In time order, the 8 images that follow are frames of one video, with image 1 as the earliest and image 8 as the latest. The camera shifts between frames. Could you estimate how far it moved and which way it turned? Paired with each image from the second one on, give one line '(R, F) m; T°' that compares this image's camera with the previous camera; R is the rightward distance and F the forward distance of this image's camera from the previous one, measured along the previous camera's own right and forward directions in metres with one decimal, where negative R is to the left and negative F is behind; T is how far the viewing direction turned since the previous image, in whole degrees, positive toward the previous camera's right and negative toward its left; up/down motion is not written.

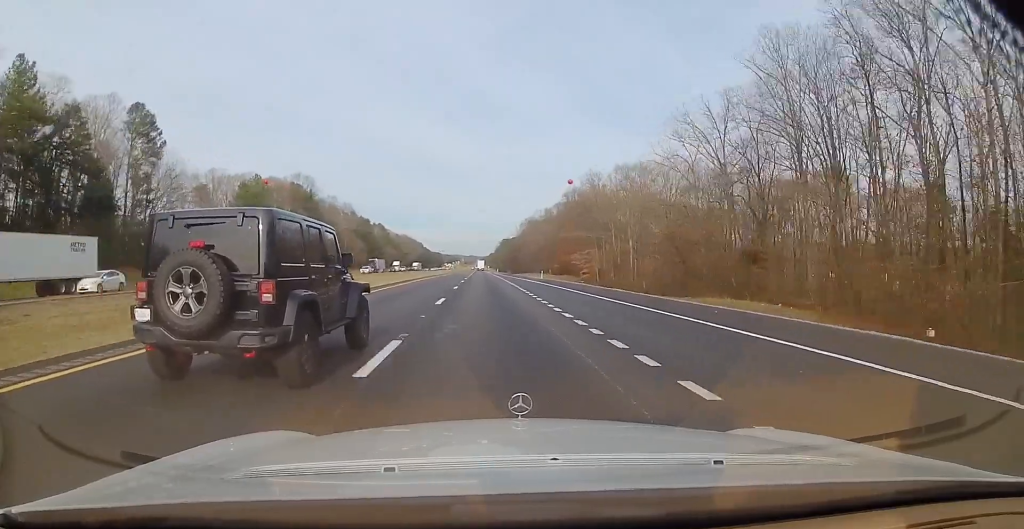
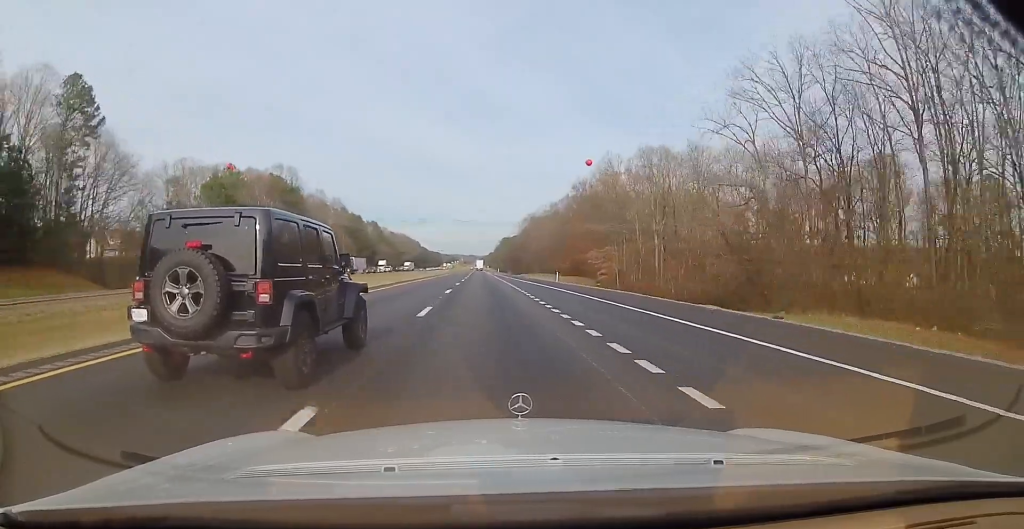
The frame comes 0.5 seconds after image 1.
(0.0, +16.9) m; 0°
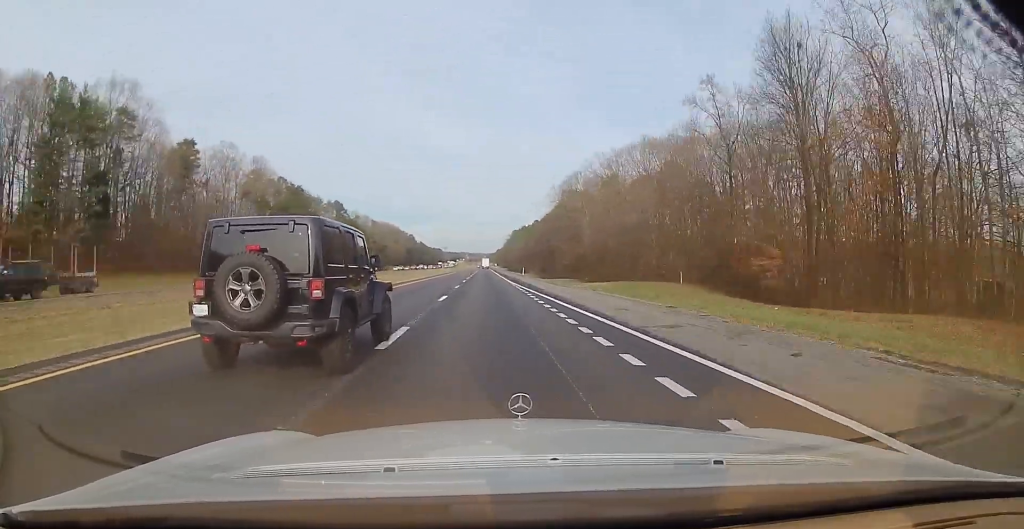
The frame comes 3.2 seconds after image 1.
(-0.6, +91.2) m; -1°
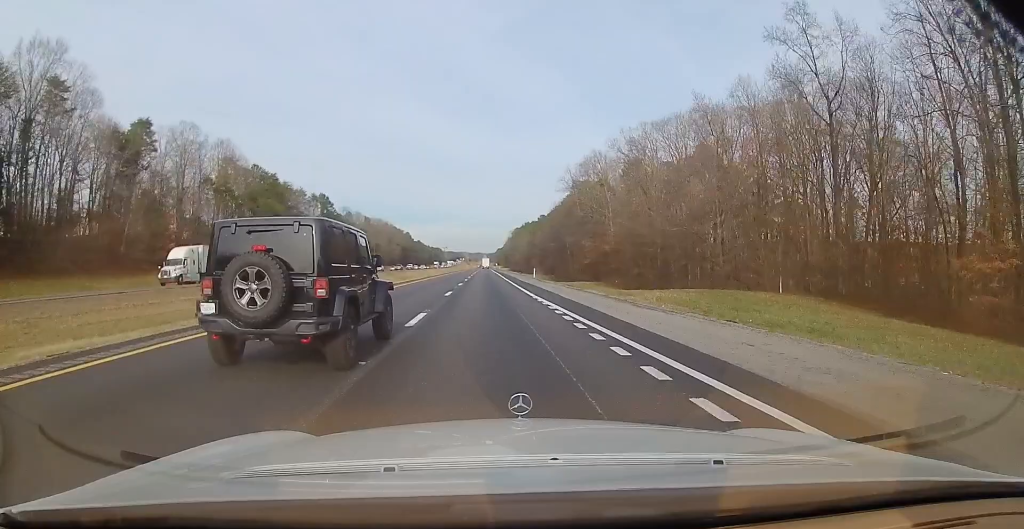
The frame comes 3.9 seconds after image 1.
(+0.1, +21.2) m; 0°
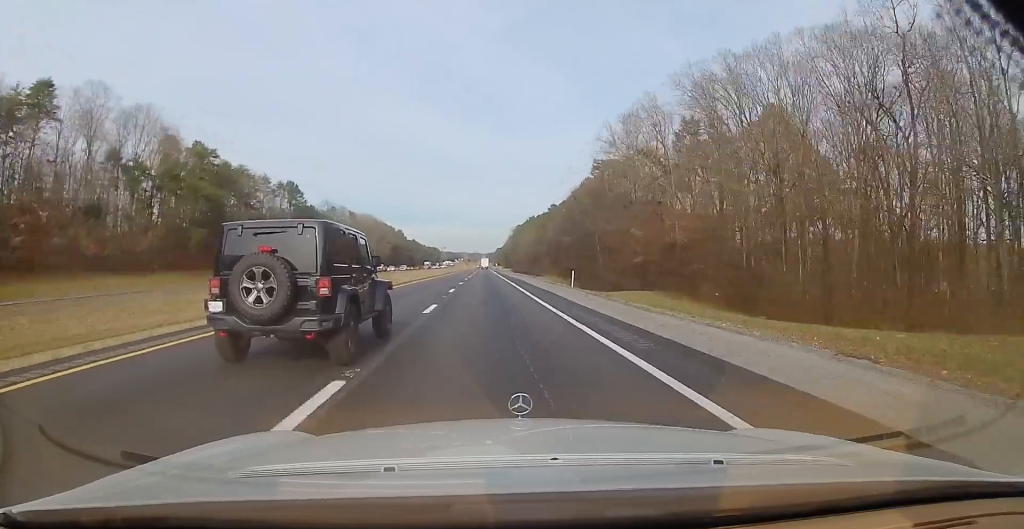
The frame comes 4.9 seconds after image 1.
(+0.1, +33.4) m; 0°
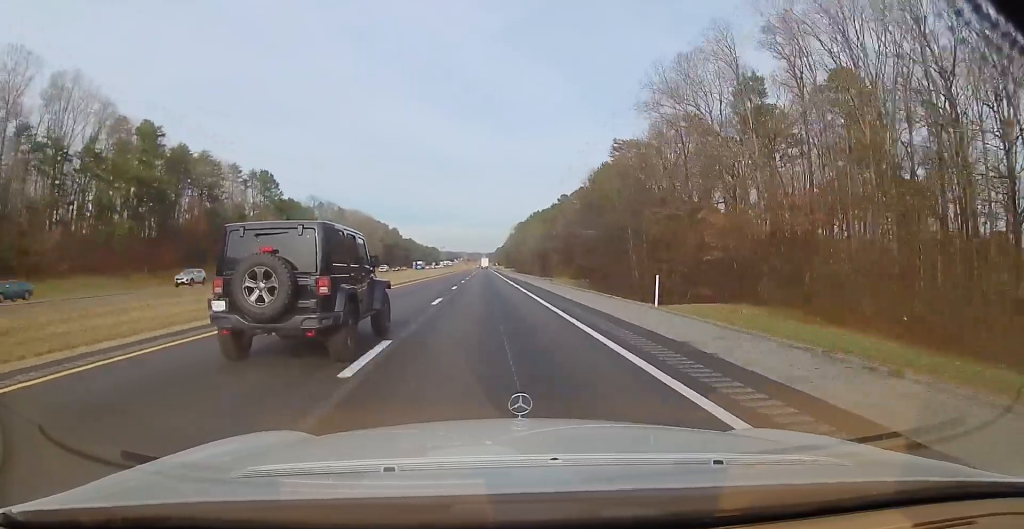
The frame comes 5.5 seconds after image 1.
(0.0, +21.1) m; 0°
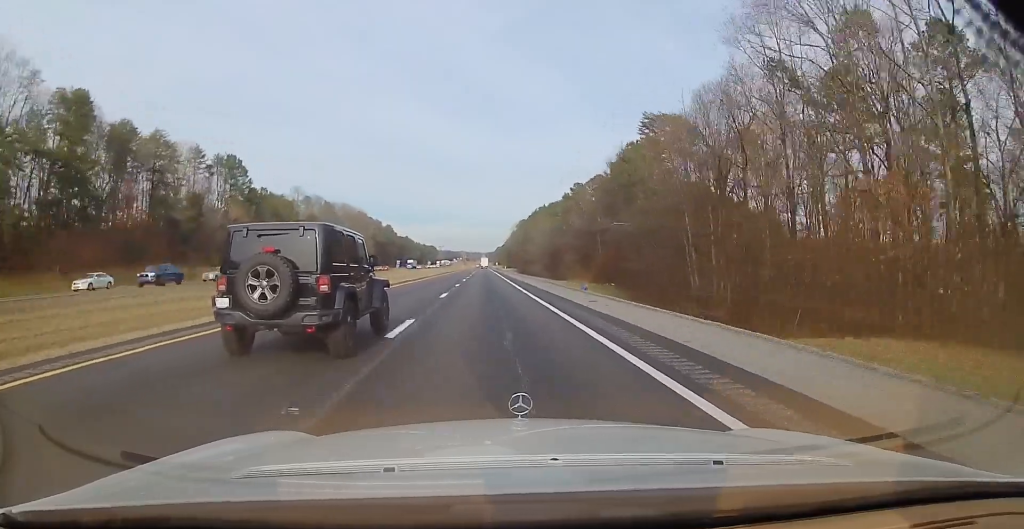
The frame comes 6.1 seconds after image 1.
(+0.1, +21.1) m; 0°
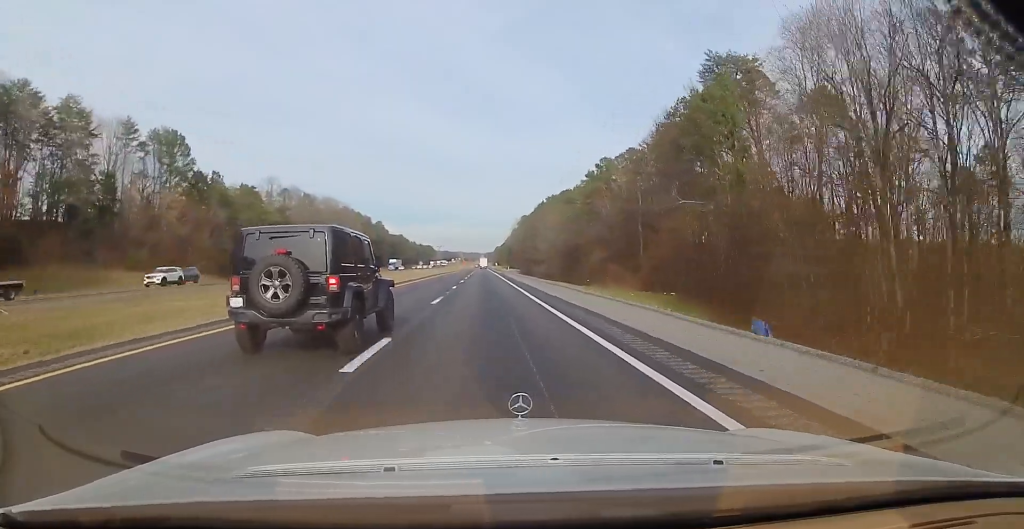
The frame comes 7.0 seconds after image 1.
(-0.2, +27.6) m; 0°
